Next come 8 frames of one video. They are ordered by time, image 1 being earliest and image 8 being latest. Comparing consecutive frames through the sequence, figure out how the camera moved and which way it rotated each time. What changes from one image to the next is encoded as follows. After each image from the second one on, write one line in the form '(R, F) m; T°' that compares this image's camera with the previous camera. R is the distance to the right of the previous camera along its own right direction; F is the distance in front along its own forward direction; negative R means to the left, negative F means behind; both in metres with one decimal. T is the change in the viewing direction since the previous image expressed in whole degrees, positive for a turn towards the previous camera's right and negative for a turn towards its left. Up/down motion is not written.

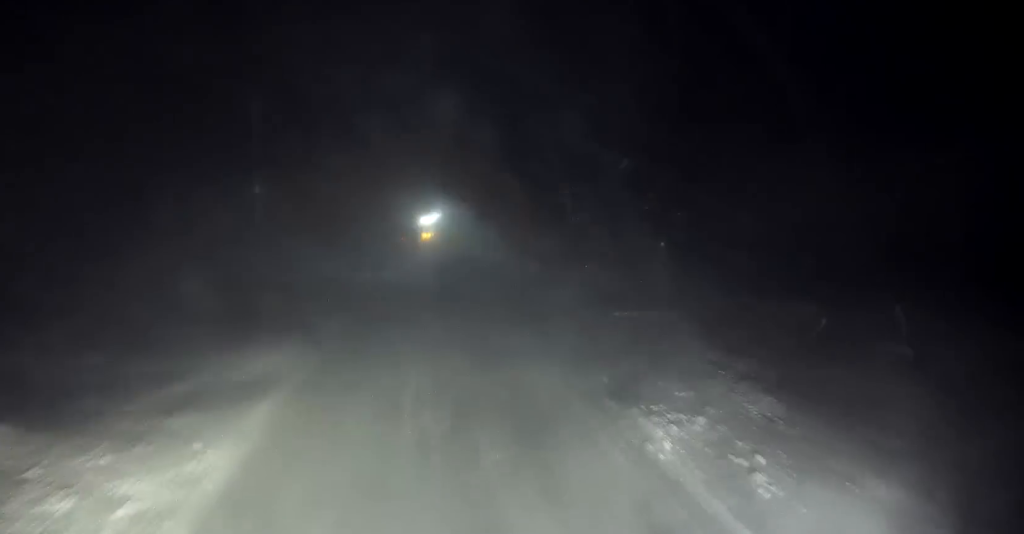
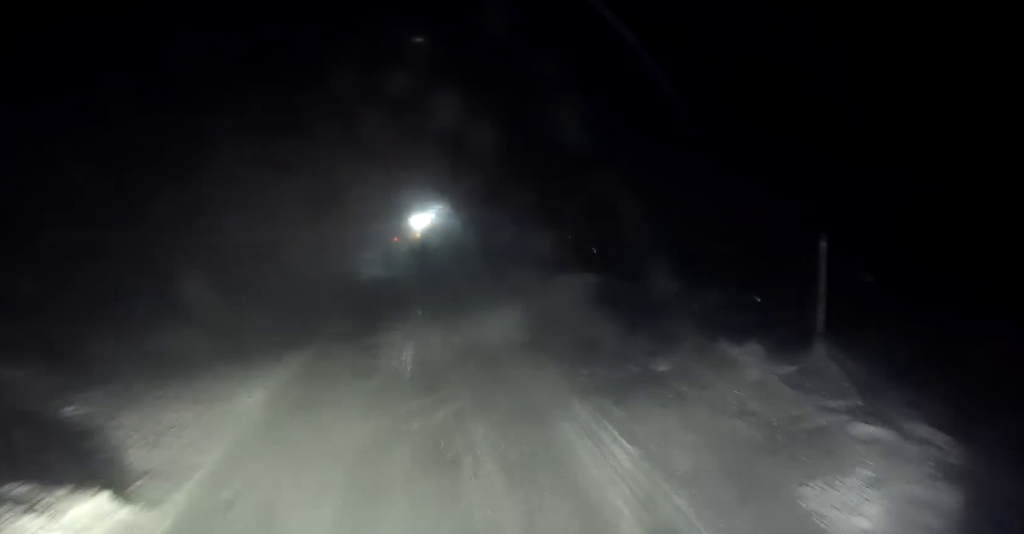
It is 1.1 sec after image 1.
(0.0, +7.0) m; -2°
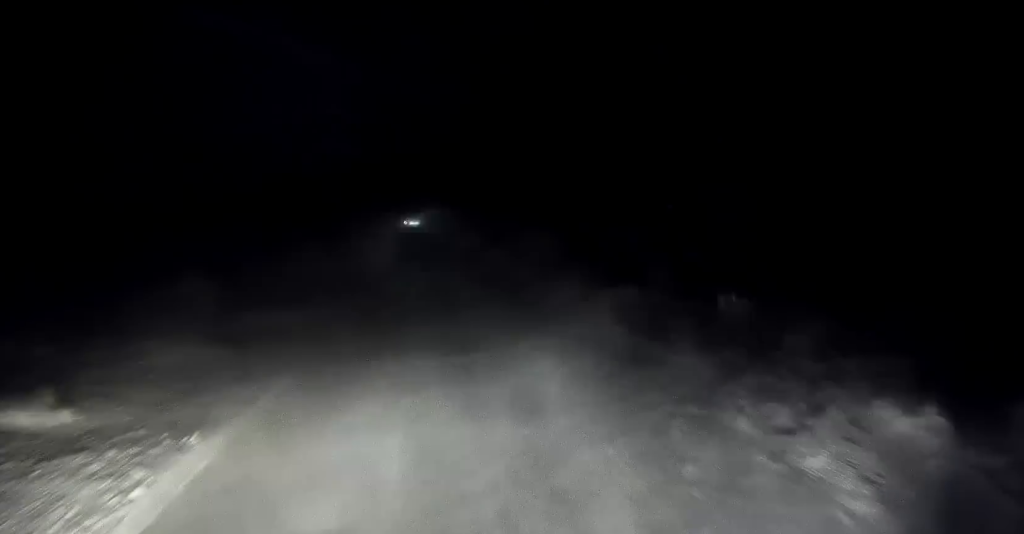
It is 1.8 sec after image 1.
(-0.1, +4.7) m; -1°
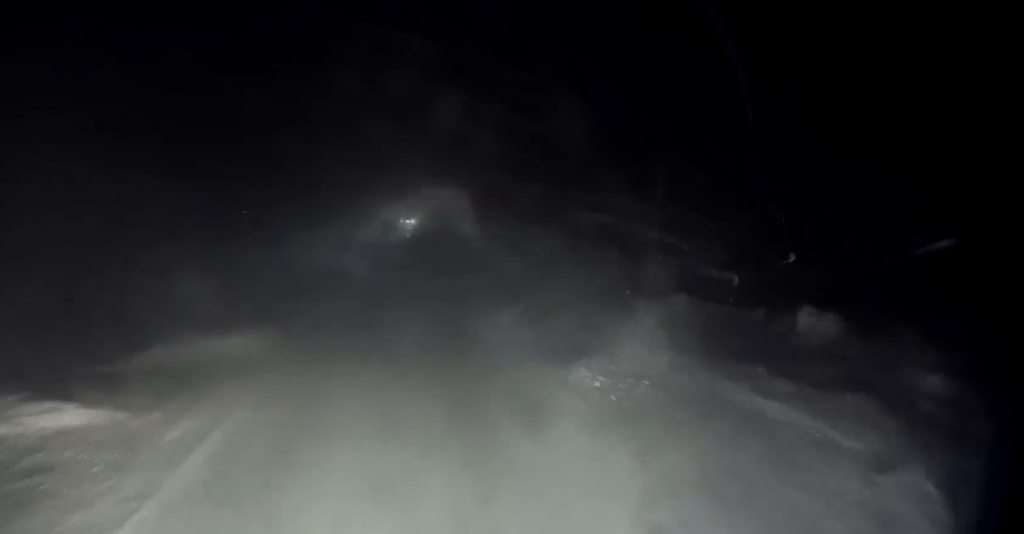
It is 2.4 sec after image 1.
(0.0, +4.2) m; 0°
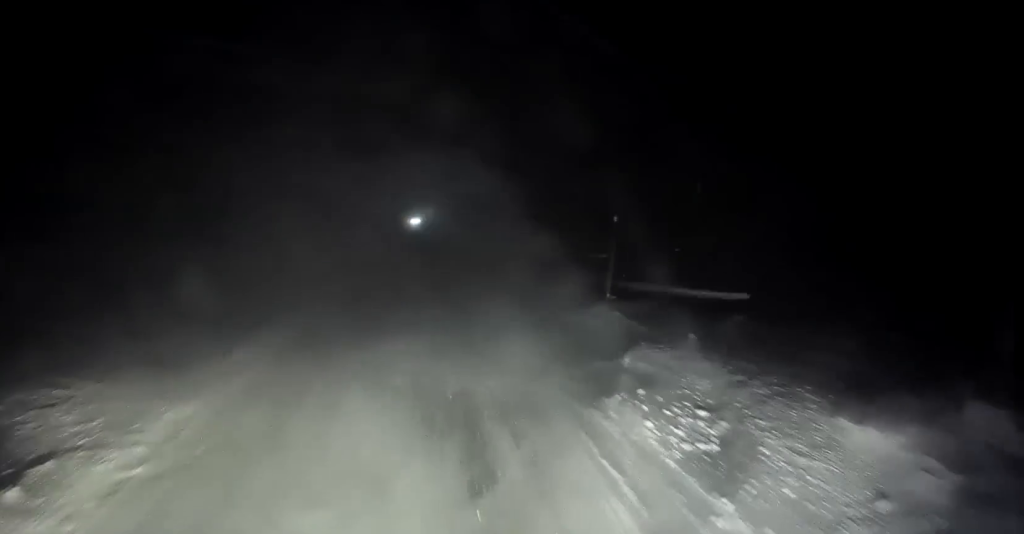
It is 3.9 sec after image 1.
(-0.1, +10.8) m; -2°
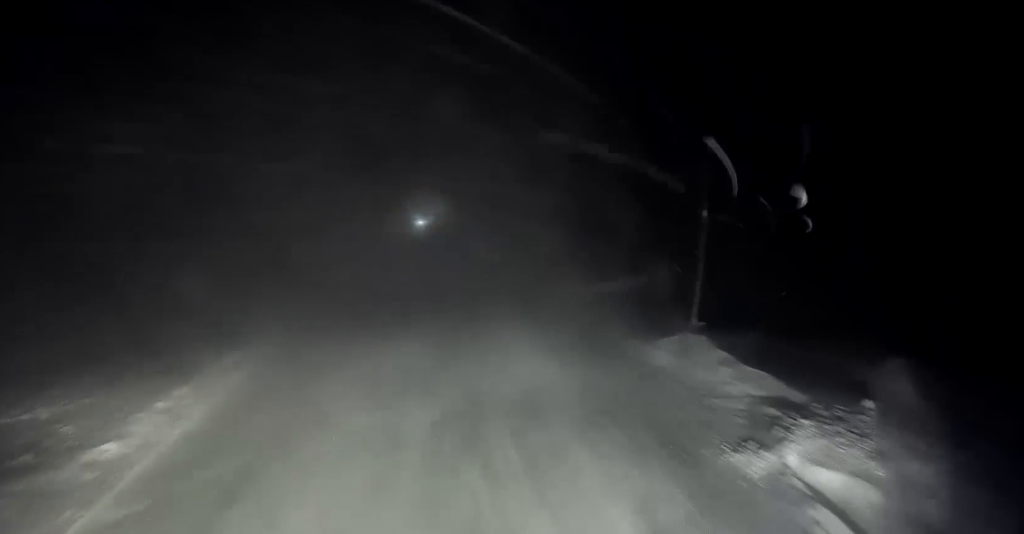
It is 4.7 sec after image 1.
(-0.1, +5.5) m; -1°
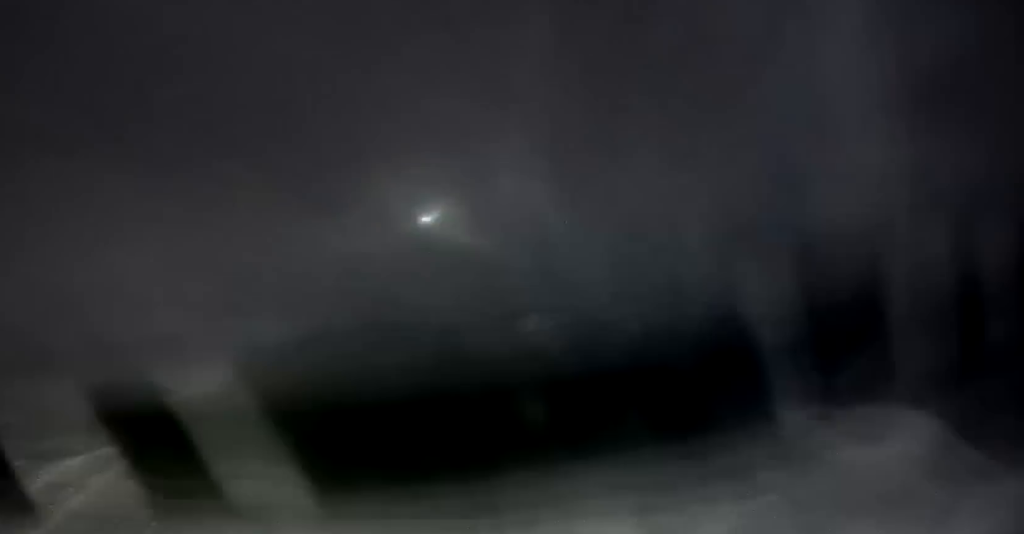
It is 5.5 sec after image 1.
(0.0, +6.0) m; -1°
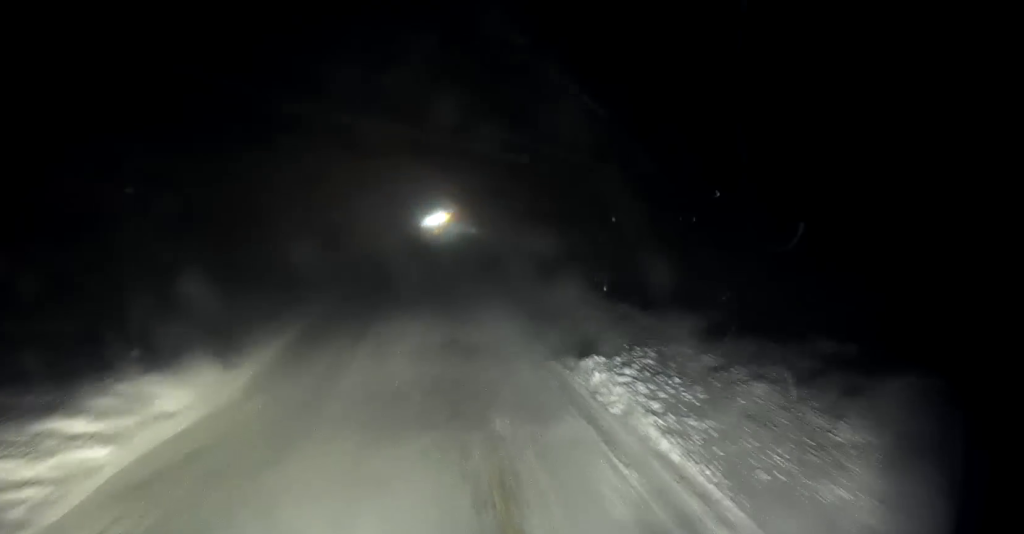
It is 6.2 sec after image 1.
(-0.1, +5.8) m; 0°
